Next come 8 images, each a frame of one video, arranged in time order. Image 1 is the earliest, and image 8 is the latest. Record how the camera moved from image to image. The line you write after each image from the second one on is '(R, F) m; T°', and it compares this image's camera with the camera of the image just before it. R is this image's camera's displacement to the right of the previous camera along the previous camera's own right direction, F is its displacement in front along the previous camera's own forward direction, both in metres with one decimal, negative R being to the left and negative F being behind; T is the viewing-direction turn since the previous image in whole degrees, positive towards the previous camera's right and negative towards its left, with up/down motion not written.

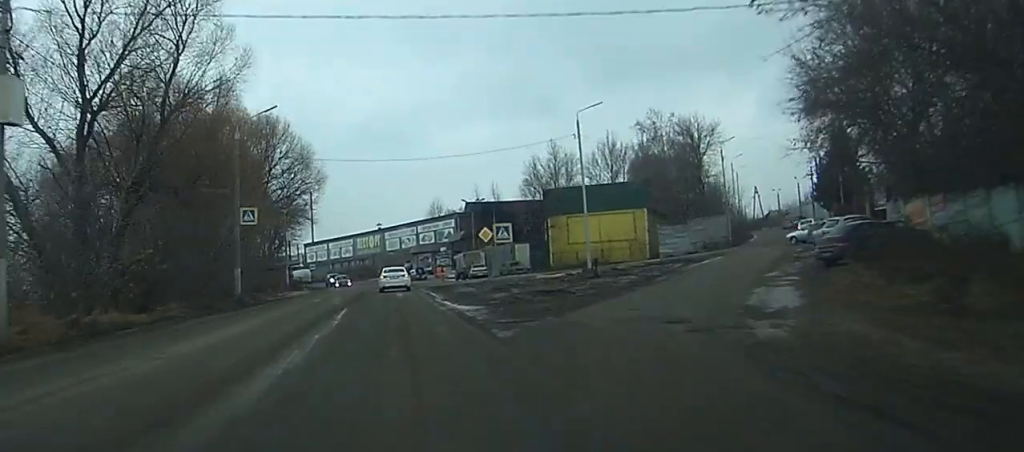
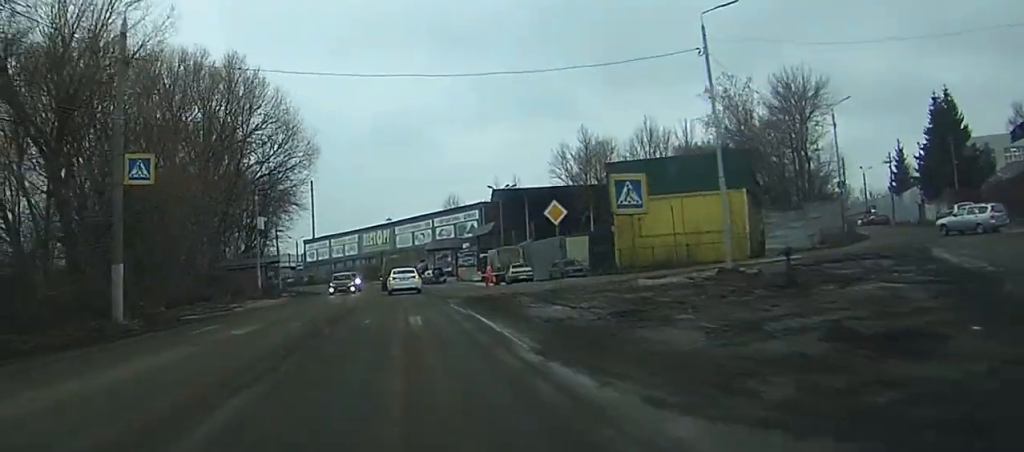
(-0.1, +22.8) m; 0°
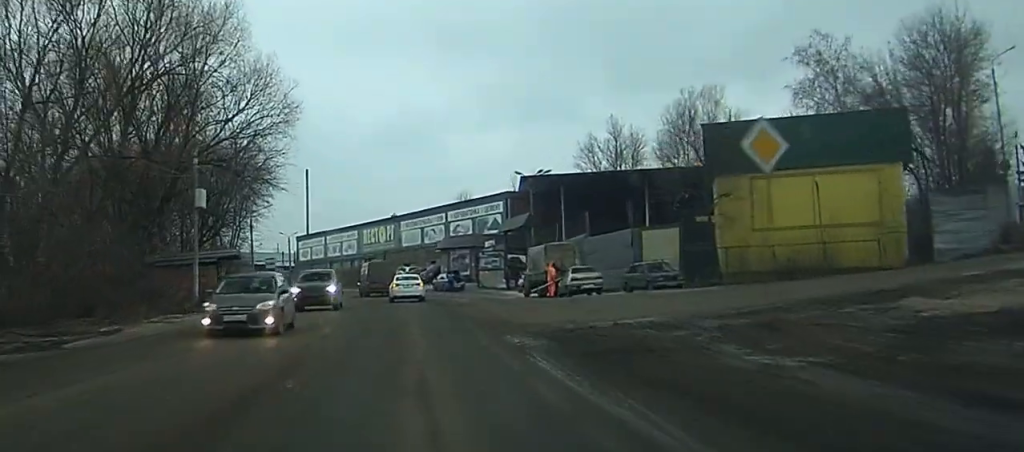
(-0.1, +20.1) m; 0°
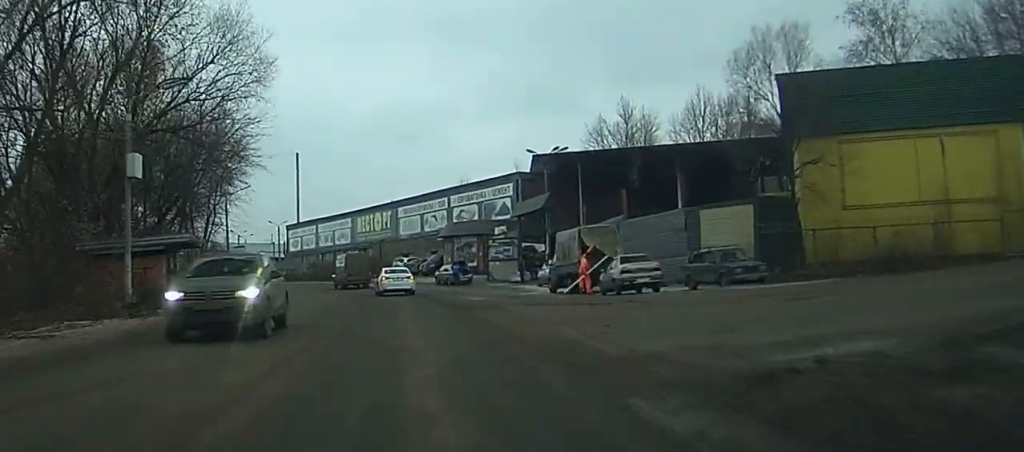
(0.0, +9.7) m; 0°
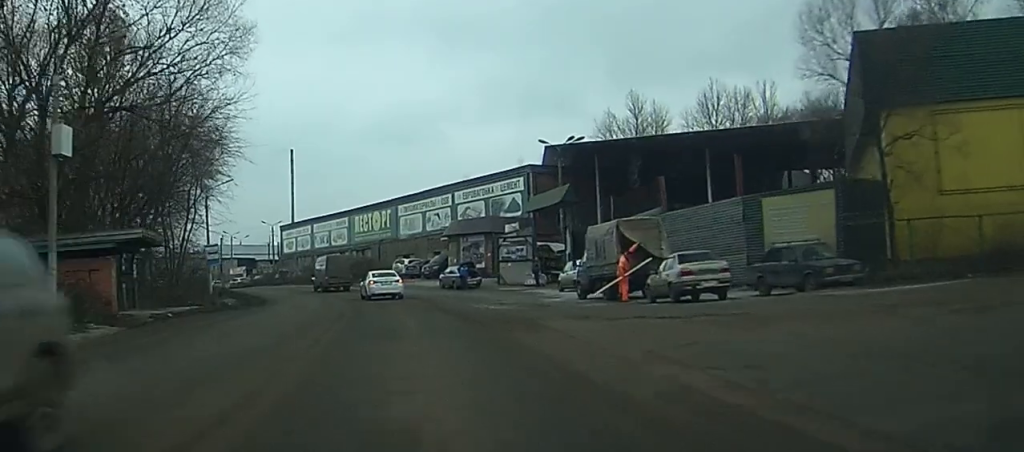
(0.0, +6.7) m; 0°
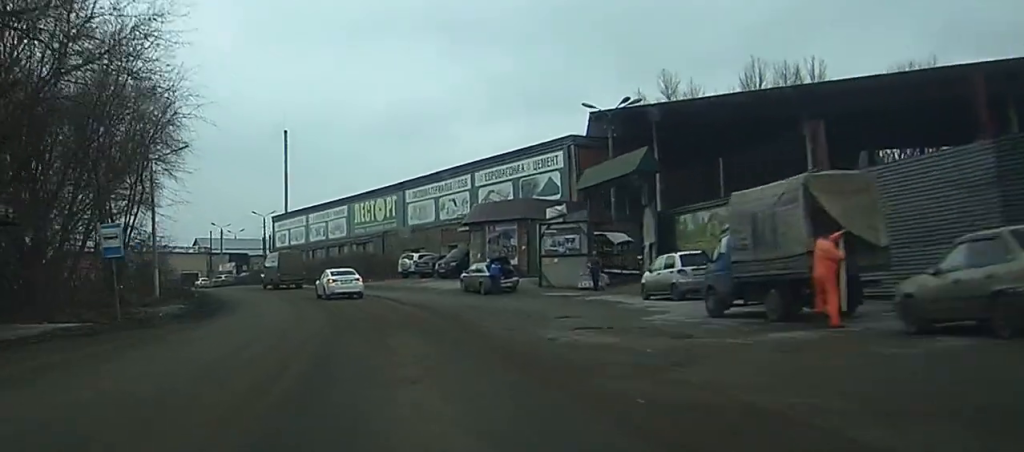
(-0.1, +14.7) m; -1°
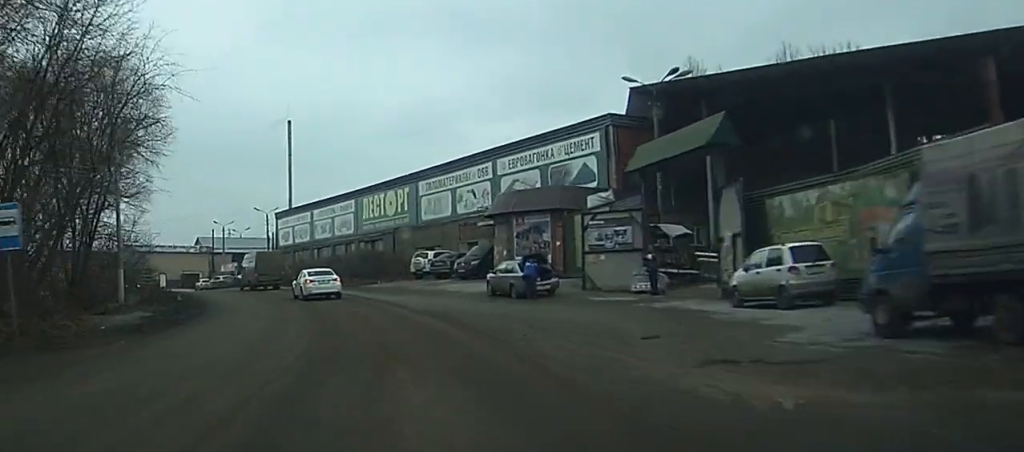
(0.0, +7.7) m; -1°
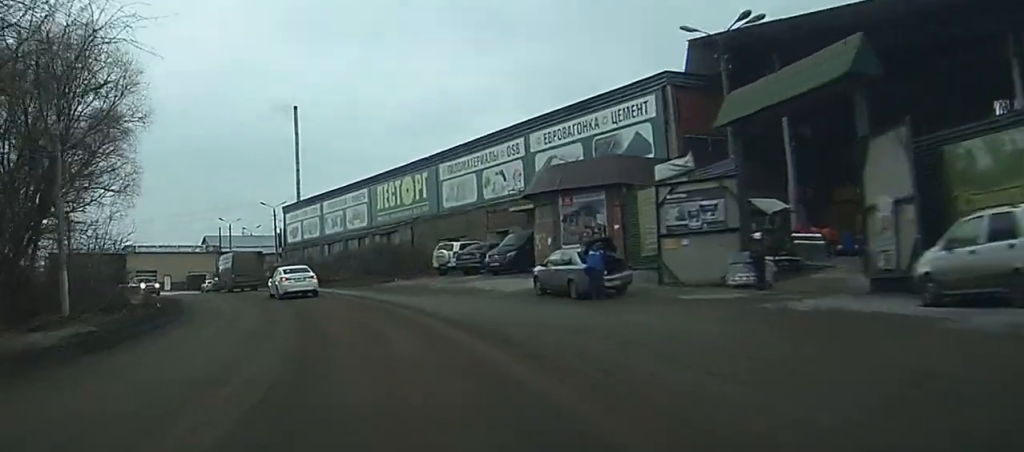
(0.0, +8.5) m; -1°
